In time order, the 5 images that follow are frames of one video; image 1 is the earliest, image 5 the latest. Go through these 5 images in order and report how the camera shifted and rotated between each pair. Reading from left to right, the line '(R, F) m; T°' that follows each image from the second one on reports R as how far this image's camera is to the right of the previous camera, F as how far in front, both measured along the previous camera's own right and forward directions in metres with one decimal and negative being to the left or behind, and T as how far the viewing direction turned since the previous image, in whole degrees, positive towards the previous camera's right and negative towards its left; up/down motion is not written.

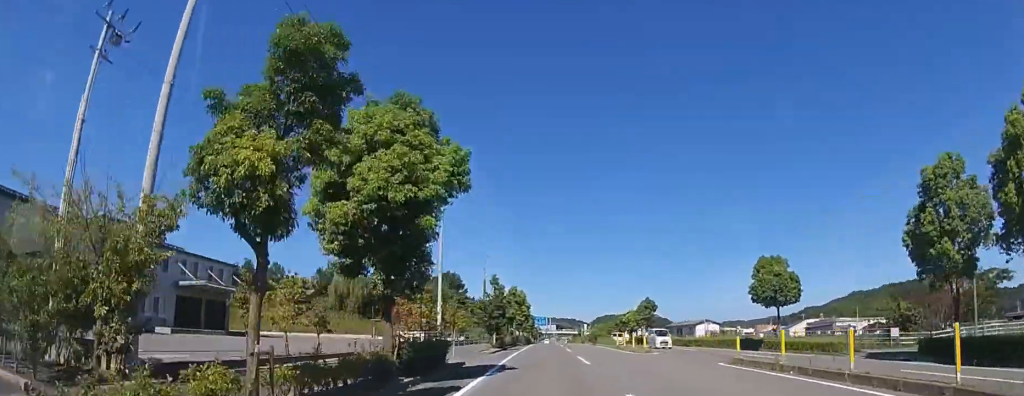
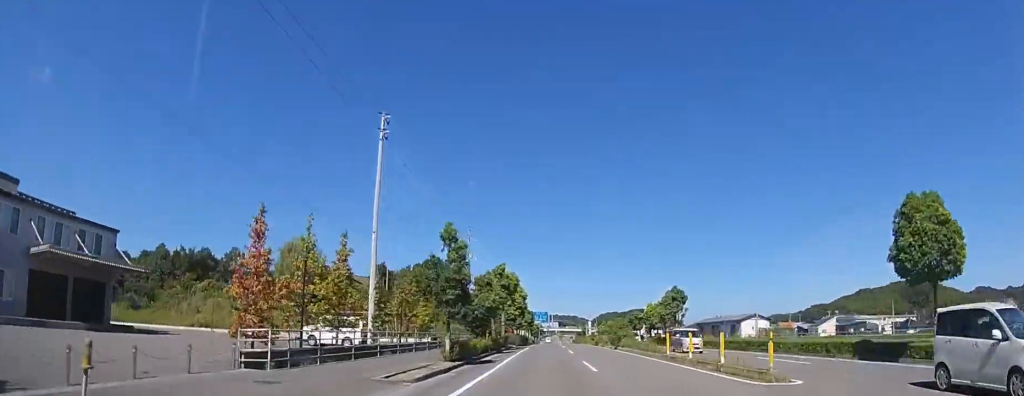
(-0.1, +16.8) m; 0°
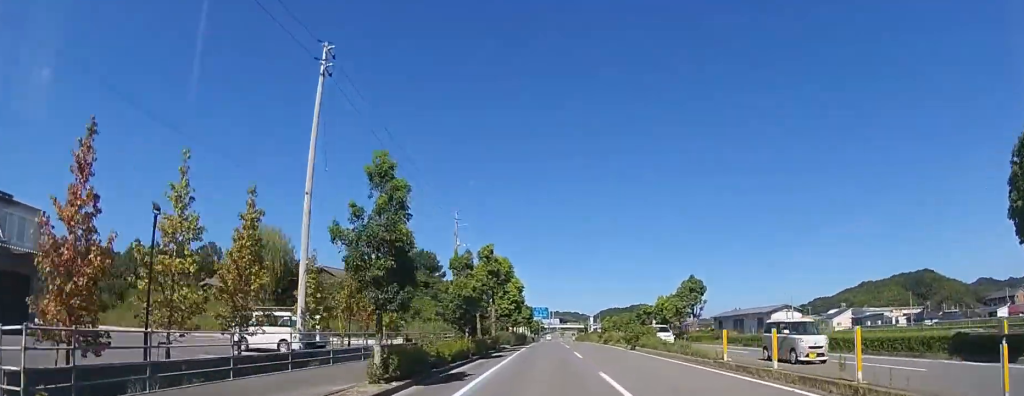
(0.0, +8.4) m; 0°
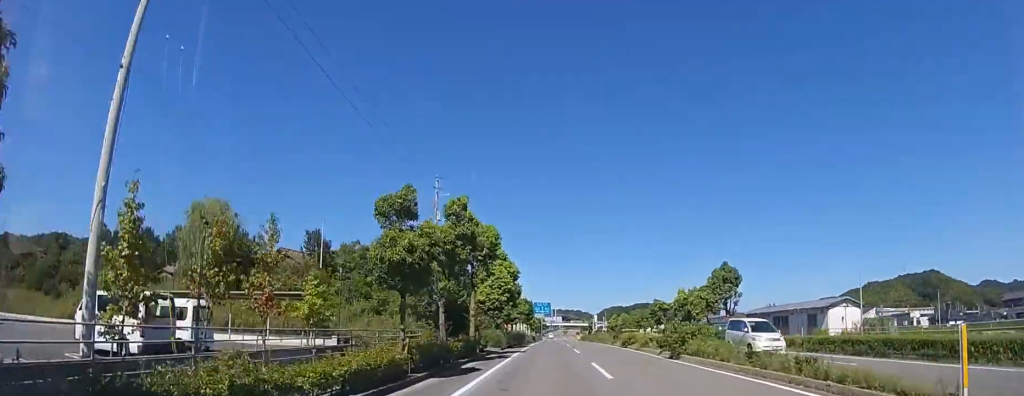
(-0.1, +10.8) m; 0°
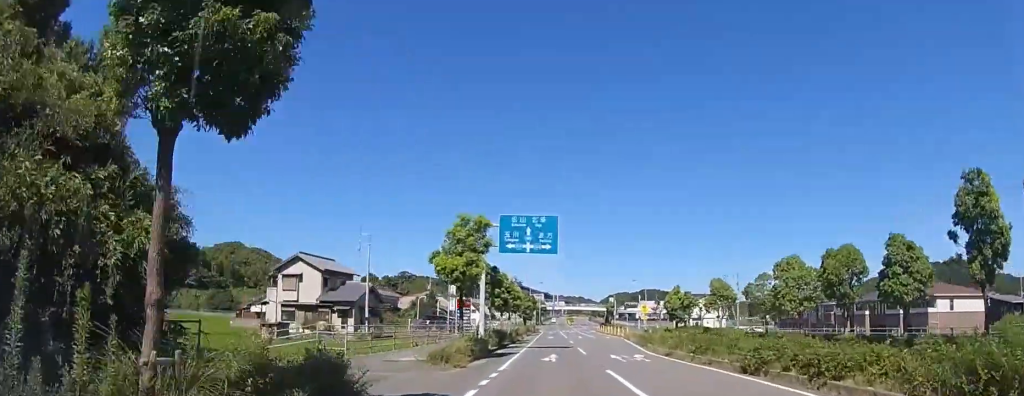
(-0.1, +65.9) m; -1°
